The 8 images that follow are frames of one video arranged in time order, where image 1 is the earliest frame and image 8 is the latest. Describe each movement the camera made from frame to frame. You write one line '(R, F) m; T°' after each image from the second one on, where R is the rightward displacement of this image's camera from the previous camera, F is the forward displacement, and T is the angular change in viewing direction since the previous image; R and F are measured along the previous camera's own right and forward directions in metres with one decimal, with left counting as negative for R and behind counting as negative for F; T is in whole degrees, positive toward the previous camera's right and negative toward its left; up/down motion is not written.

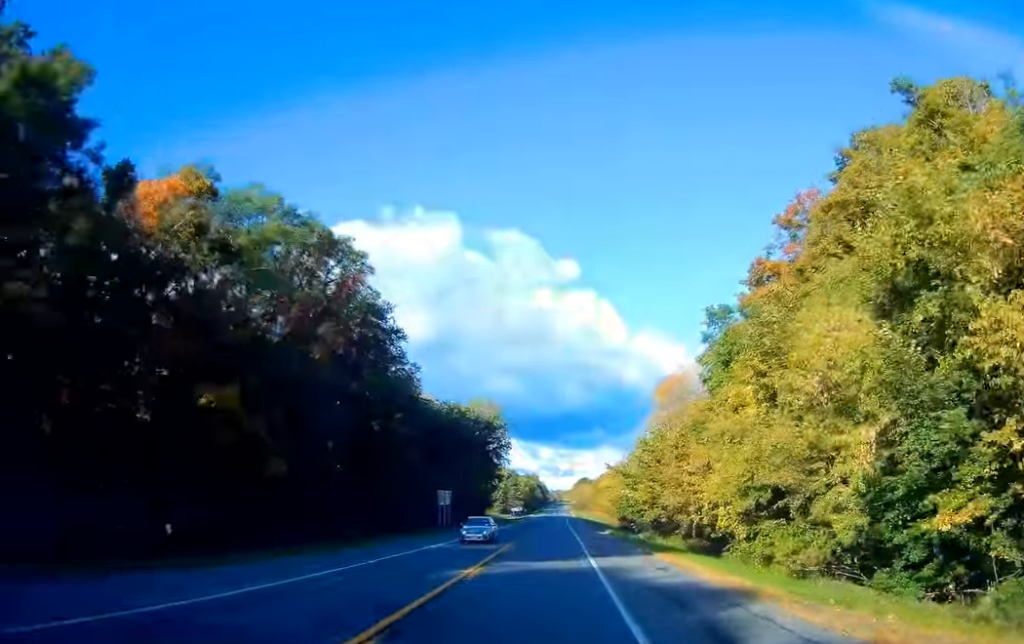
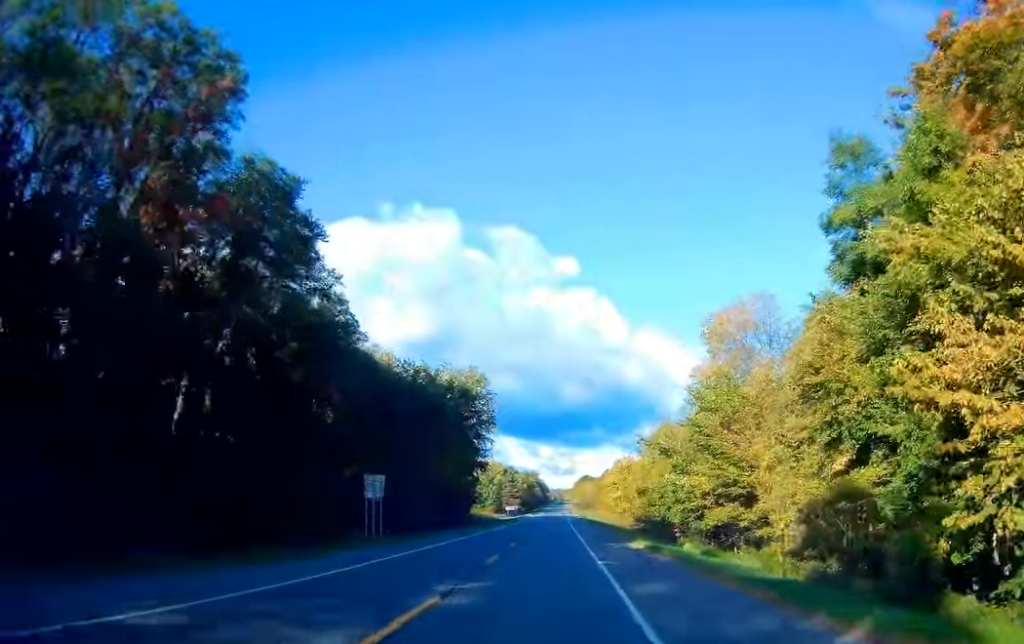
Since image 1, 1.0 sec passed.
(-0.3, +25.7) m; 0°
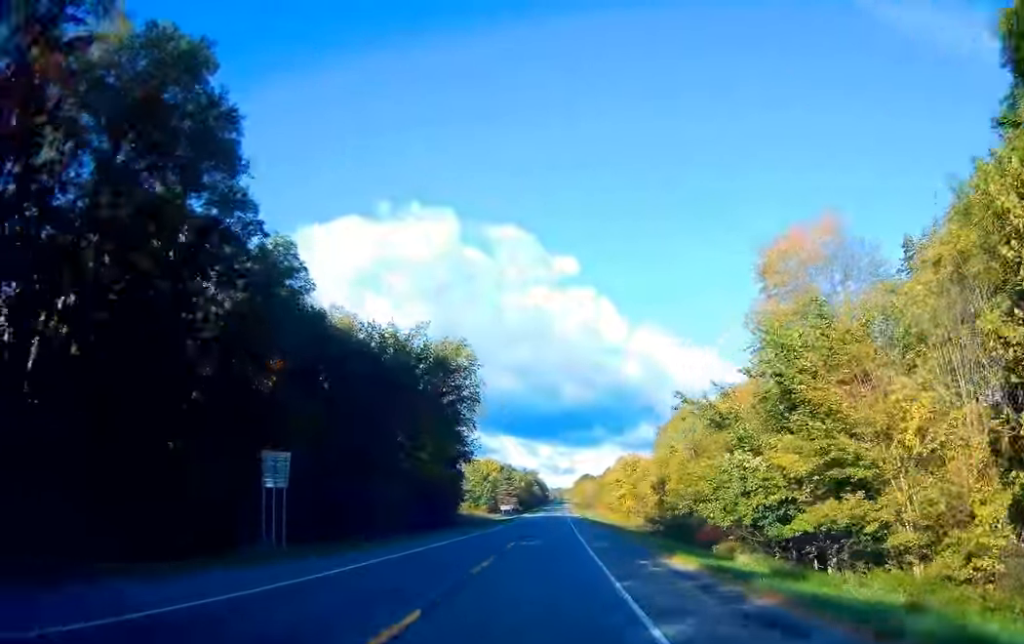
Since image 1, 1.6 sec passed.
(+0.1, +14.4) m; 0°
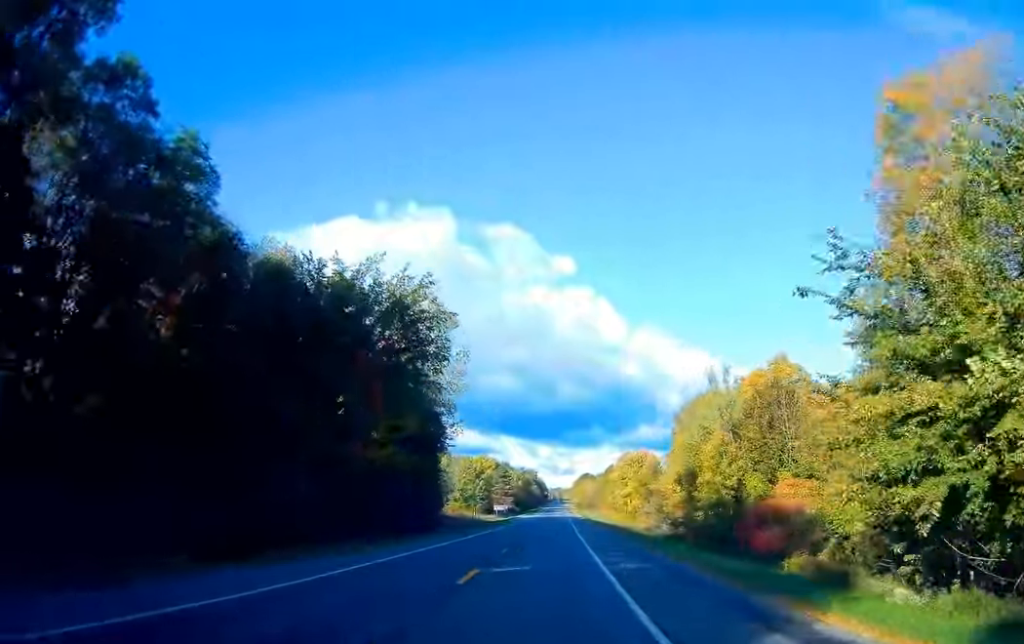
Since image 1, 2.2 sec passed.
(+0.3, +16.5) m; 0°
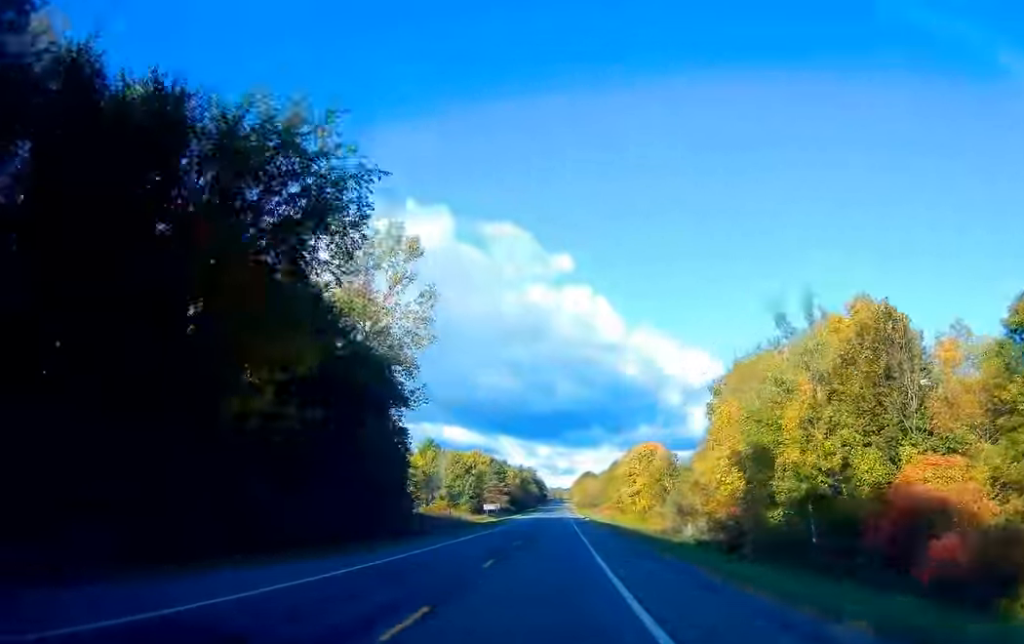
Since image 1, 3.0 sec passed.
(-0.3, +19.5) m; 0°
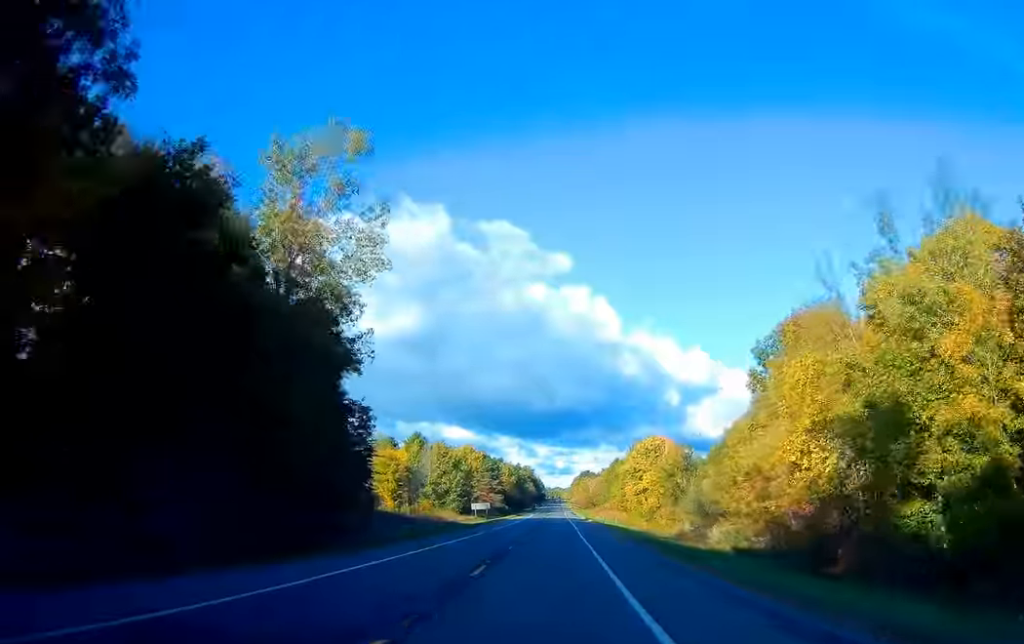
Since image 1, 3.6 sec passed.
(+0.1, +15.4) m; 0°
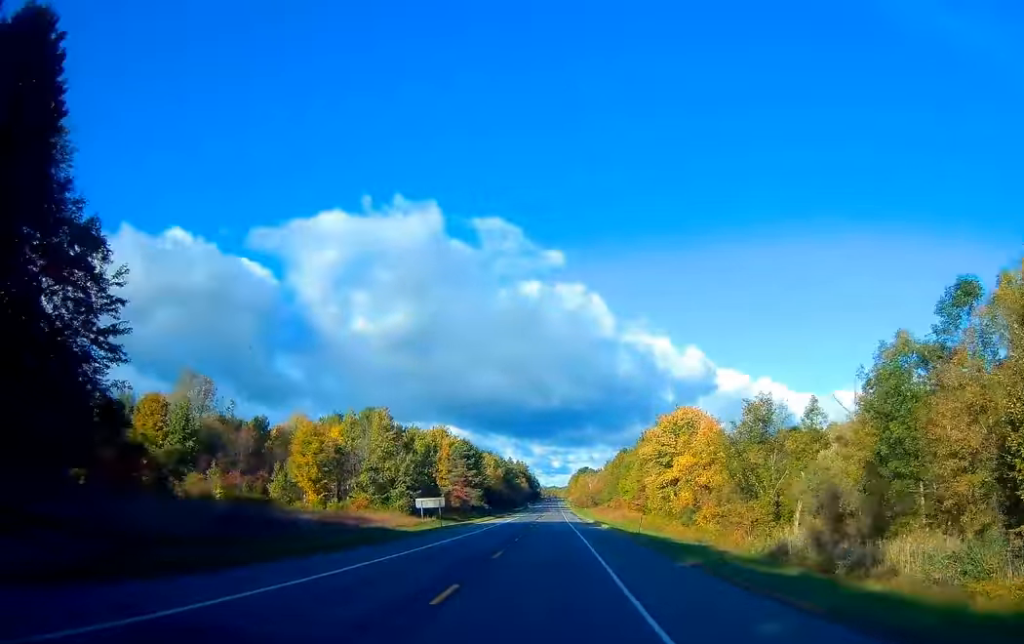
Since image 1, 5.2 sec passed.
(+0.5, +42.4) m; +1°
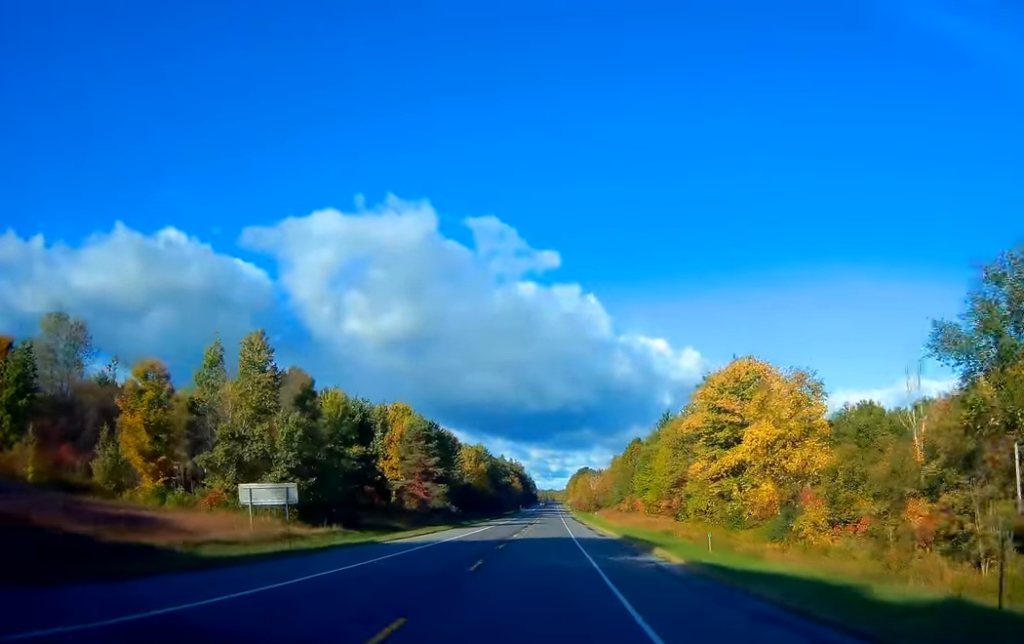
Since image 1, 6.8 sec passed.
(-0.5, +40.6) m; -1°
